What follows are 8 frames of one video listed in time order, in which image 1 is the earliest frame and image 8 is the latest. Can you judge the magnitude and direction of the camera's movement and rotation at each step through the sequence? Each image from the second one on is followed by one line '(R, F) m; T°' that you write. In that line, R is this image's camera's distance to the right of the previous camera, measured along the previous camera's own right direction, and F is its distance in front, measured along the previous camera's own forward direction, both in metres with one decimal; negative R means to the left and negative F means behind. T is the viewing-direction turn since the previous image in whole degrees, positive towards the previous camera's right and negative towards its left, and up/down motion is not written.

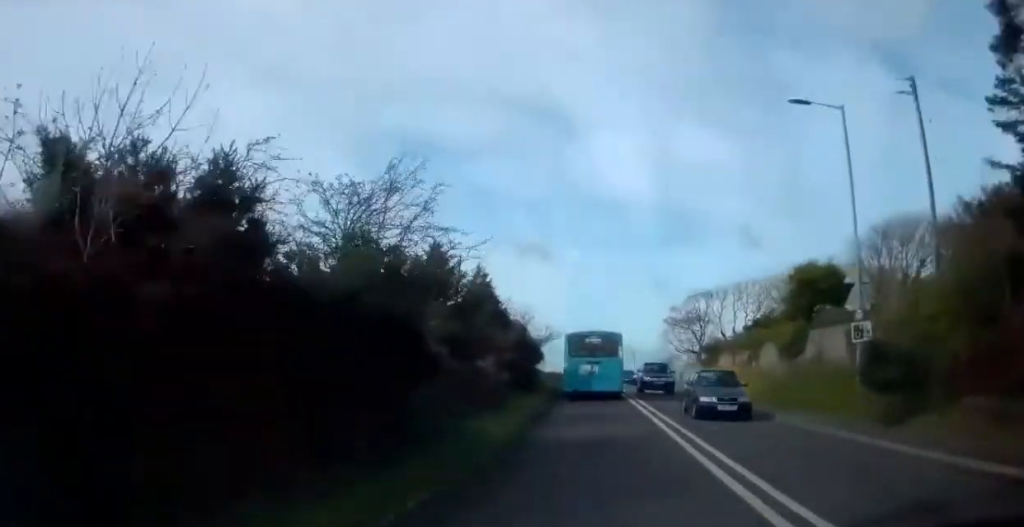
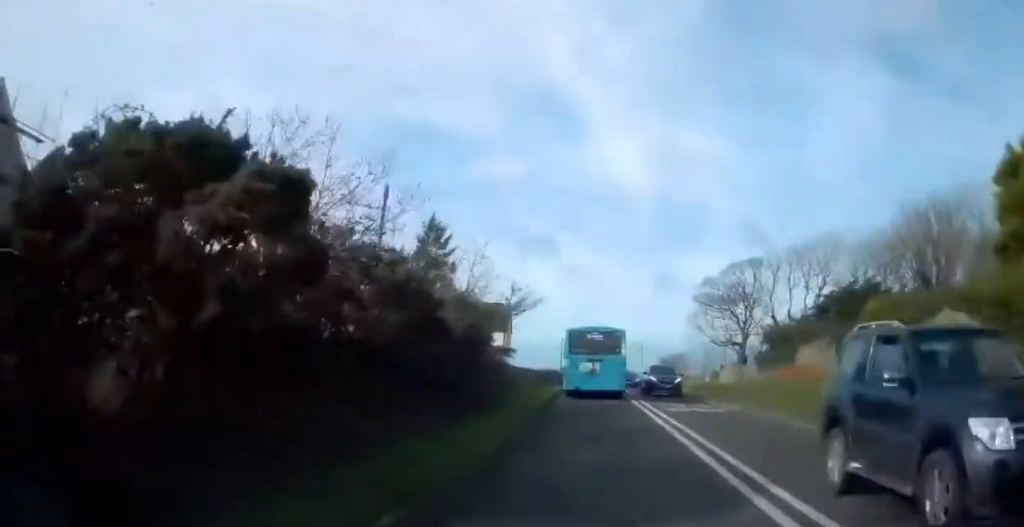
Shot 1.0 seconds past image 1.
(-0.1, +18.6) m; 0°
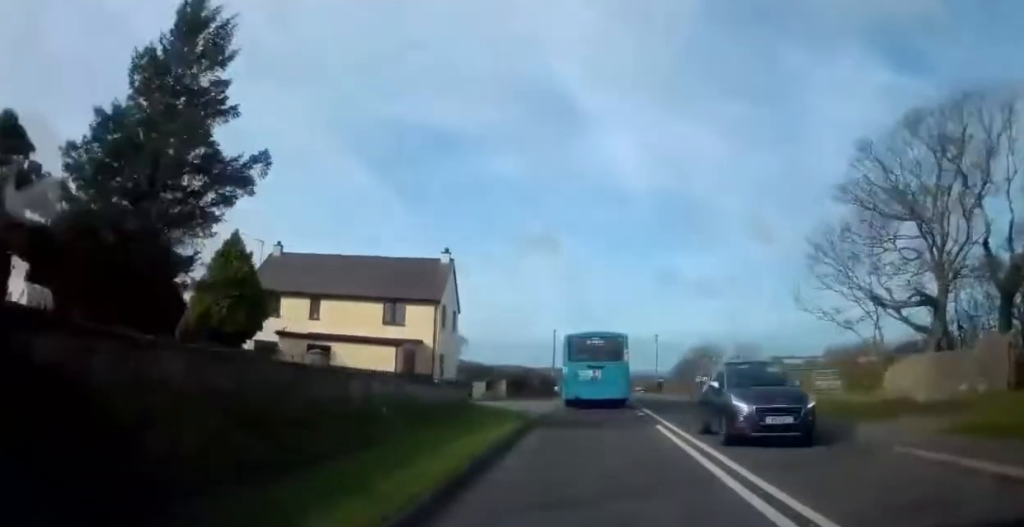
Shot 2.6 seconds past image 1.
(+0.2, +27.9) m; +1°
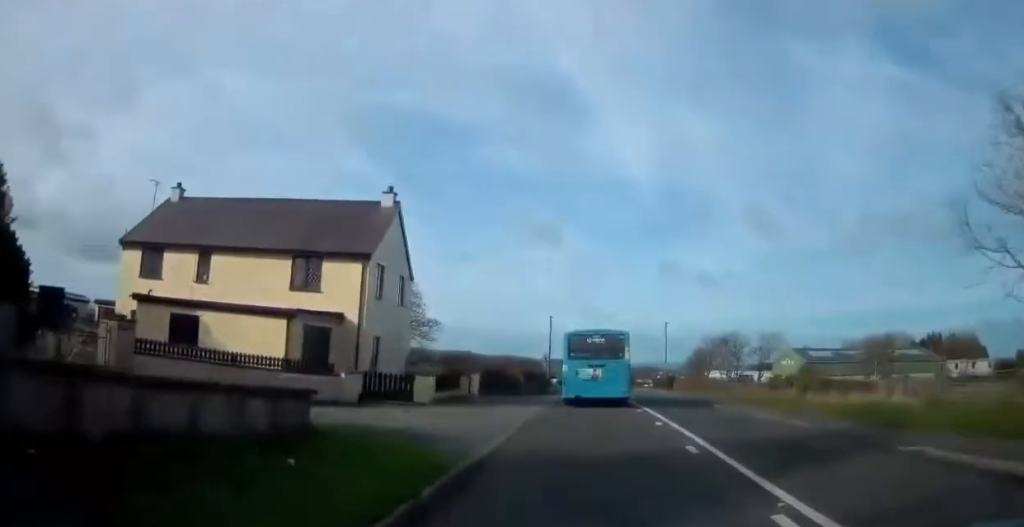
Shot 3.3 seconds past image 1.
(+0.1, +12.0) m; 0°
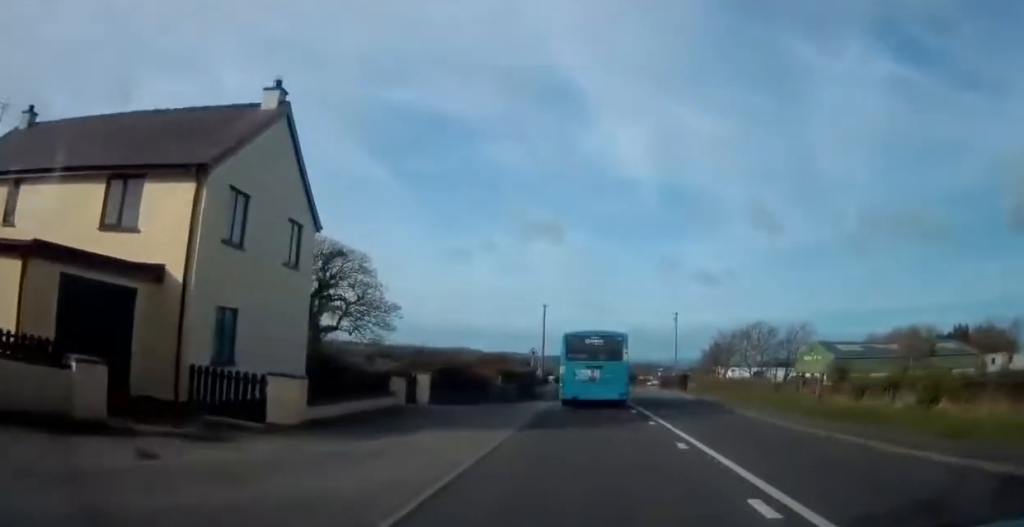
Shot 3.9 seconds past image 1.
(-0.2, +11.2) m; 0°
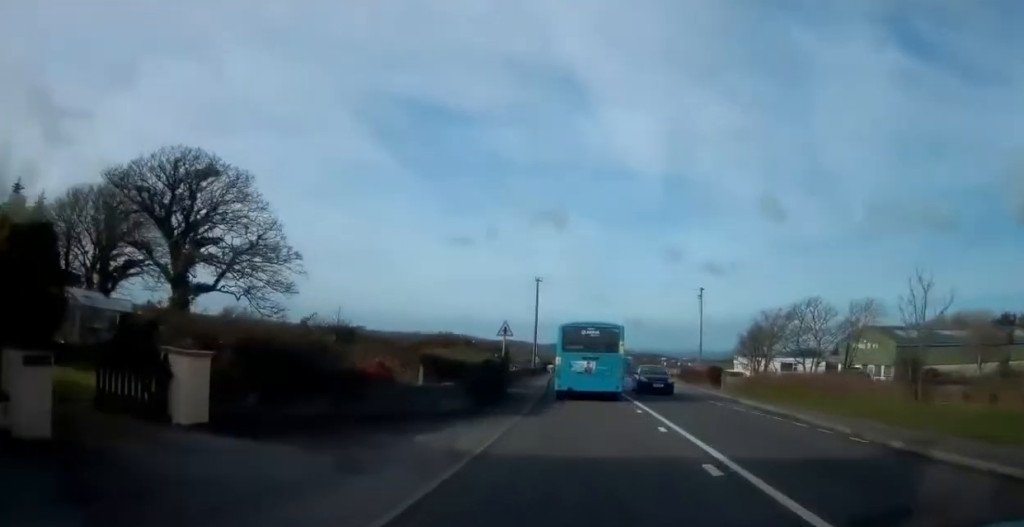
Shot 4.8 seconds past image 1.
(+0.2, +15.2) m; +2°
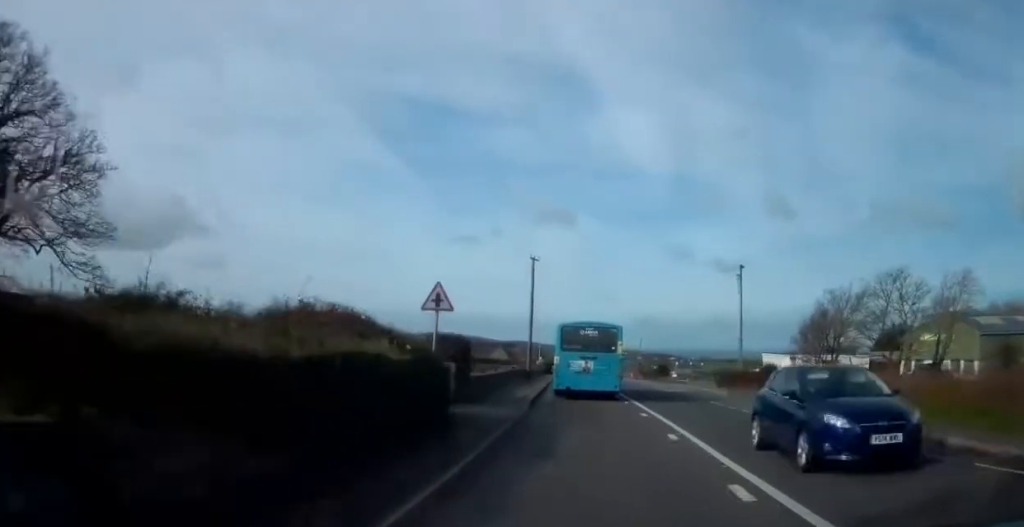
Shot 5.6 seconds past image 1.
(+0.2, +13.6) m; 0°
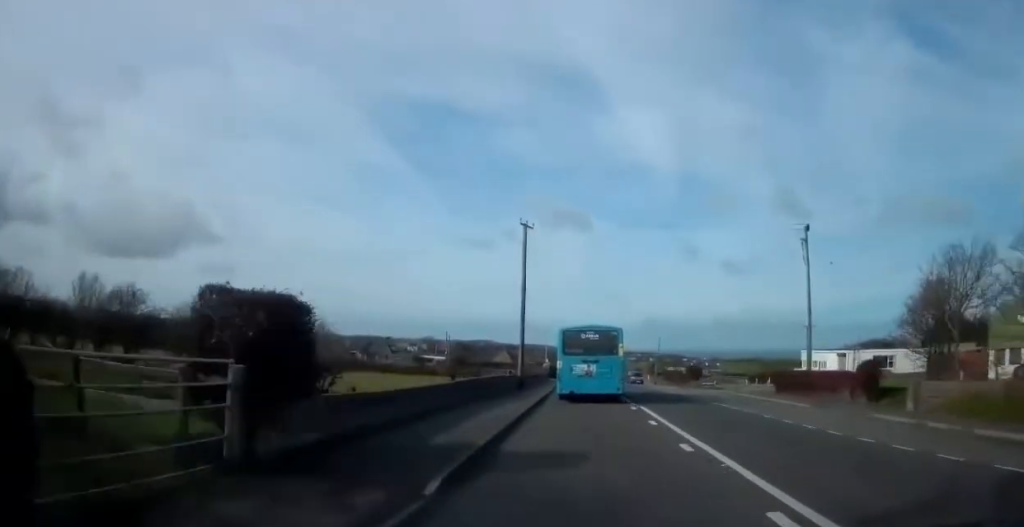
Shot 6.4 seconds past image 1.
(0.0, +13.4) m; -2°
